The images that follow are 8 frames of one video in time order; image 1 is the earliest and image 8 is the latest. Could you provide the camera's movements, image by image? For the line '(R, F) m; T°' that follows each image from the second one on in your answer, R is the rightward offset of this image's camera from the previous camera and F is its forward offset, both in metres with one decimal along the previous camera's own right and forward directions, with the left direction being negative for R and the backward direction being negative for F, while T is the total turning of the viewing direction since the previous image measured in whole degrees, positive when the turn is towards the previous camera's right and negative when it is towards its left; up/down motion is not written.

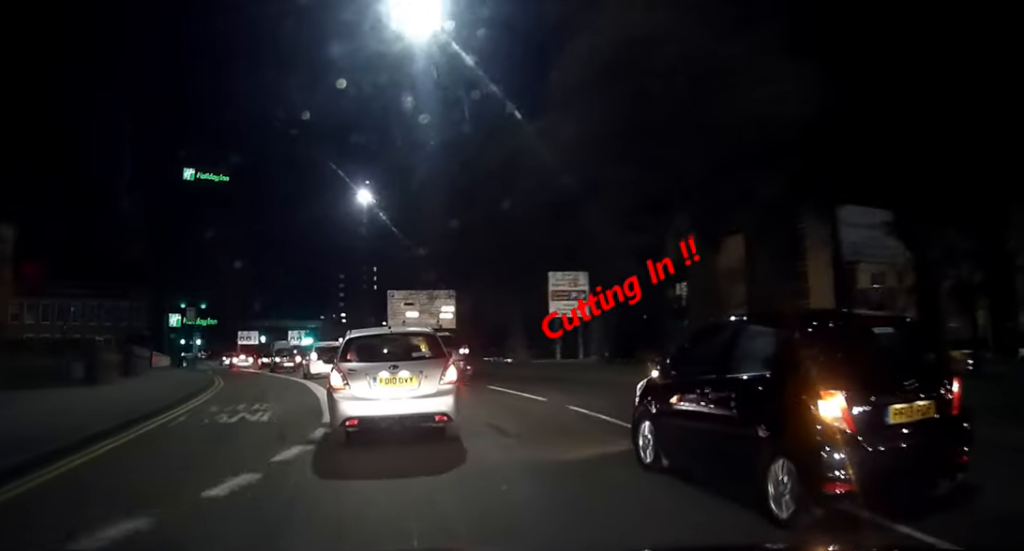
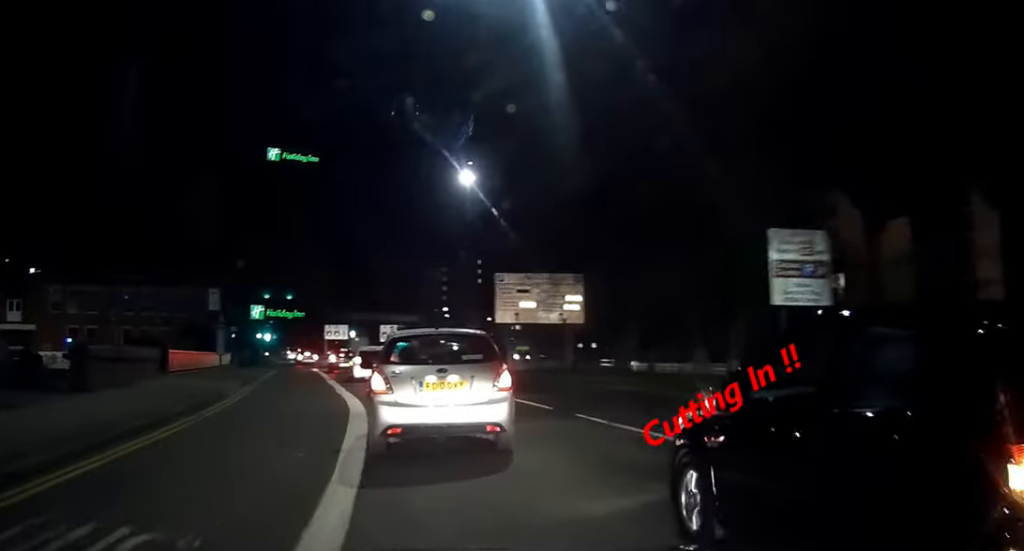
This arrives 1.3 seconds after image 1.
(-1.1, +10.8) m; -9°
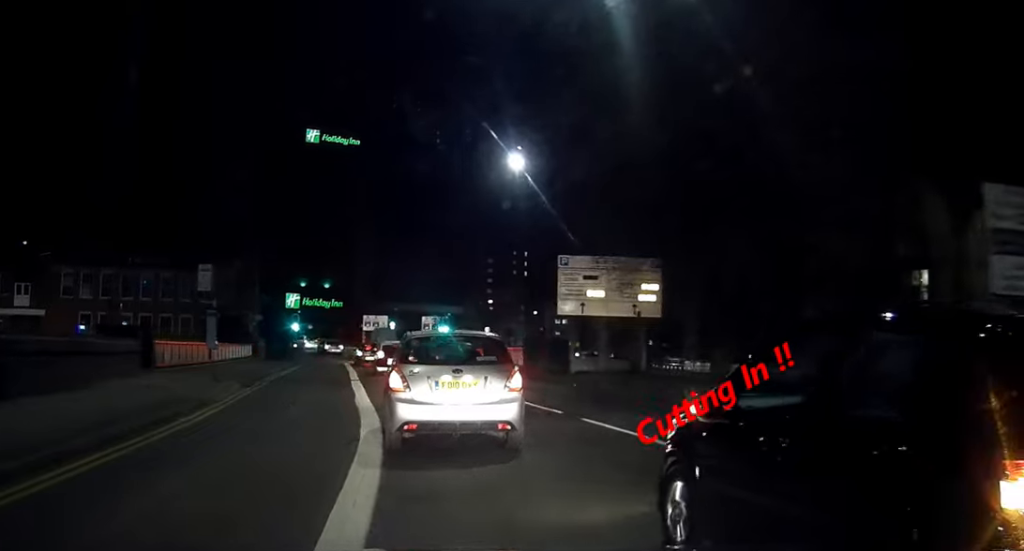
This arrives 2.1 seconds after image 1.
(-0.1, +5.8) m; -1°
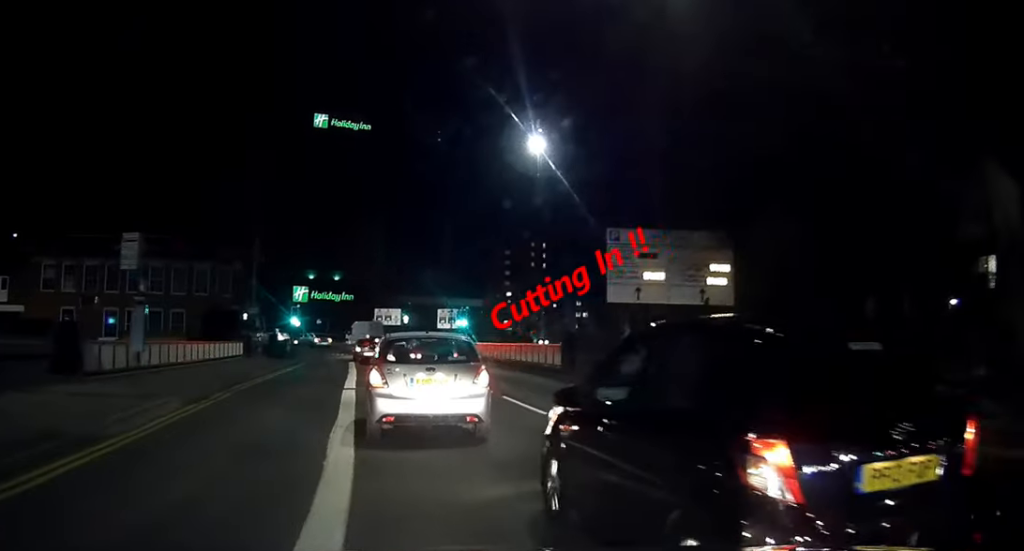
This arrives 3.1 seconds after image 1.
(0.0, +6.4) m; -1°
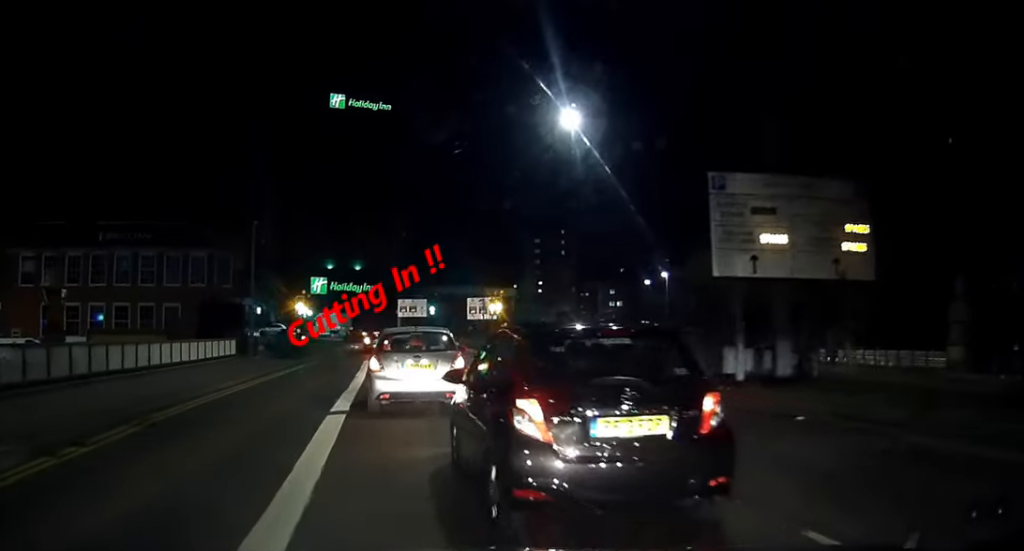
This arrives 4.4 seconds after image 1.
(0.0, +7.8) m; +2°
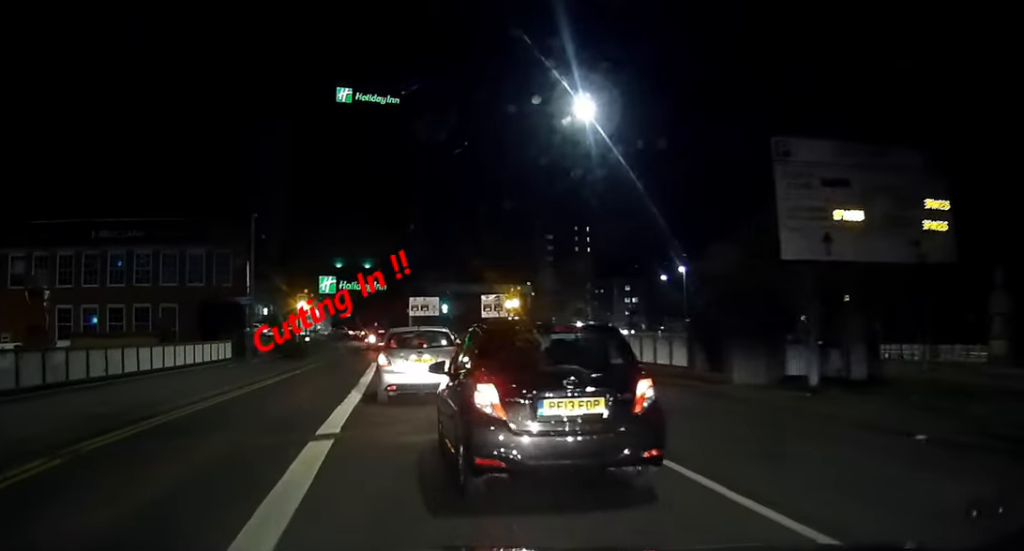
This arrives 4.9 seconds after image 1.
(+0.2, +3.3) m; 0°
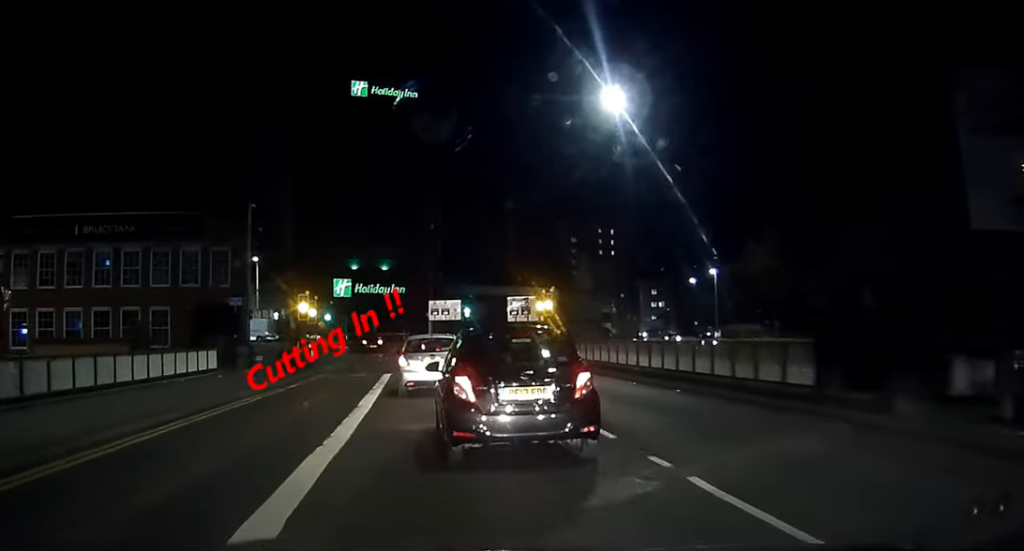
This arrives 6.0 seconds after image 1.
(-0.1, +6.1) m; -2°
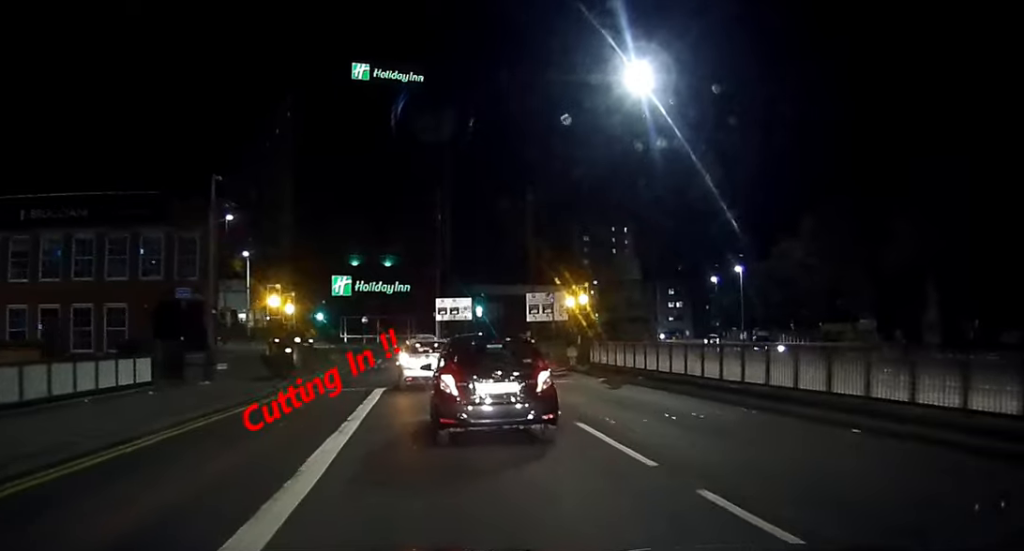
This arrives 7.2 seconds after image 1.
(-0.1, +7.4) m; +1°
